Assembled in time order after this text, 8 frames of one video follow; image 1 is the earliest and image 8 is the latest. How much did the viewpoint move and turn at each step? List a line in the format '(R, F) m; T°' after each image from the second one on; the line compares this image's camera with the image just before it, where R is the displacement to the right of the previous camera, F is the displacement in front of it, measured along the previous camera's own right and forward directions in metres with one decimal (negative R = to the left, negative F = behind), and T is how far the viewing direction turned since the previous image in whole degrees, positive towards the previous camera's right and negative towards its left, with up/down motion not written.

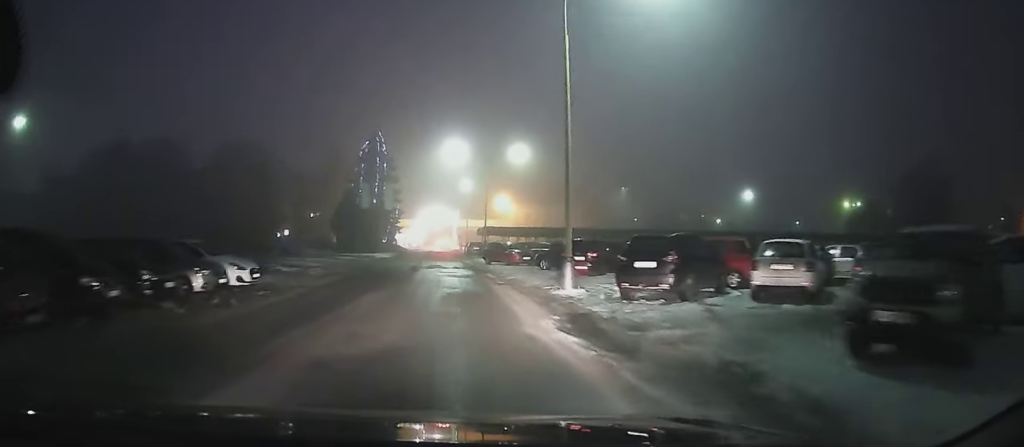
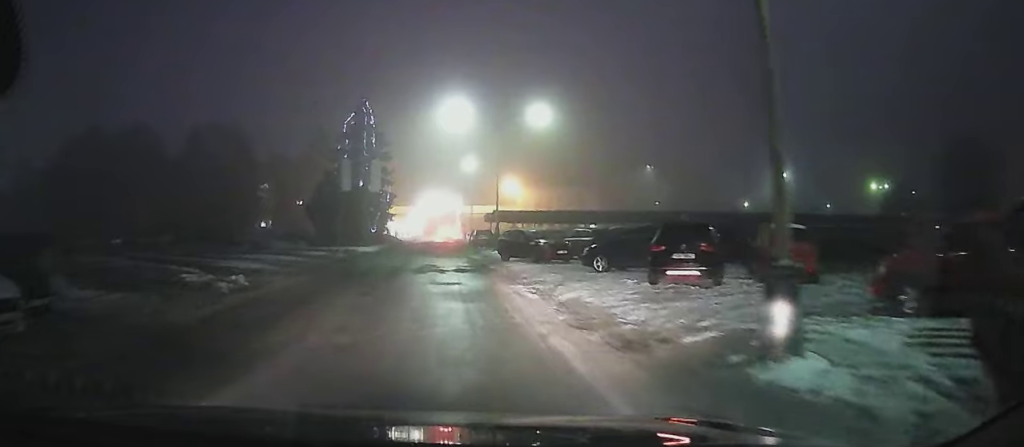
(0.0, +12.3) m; 0°
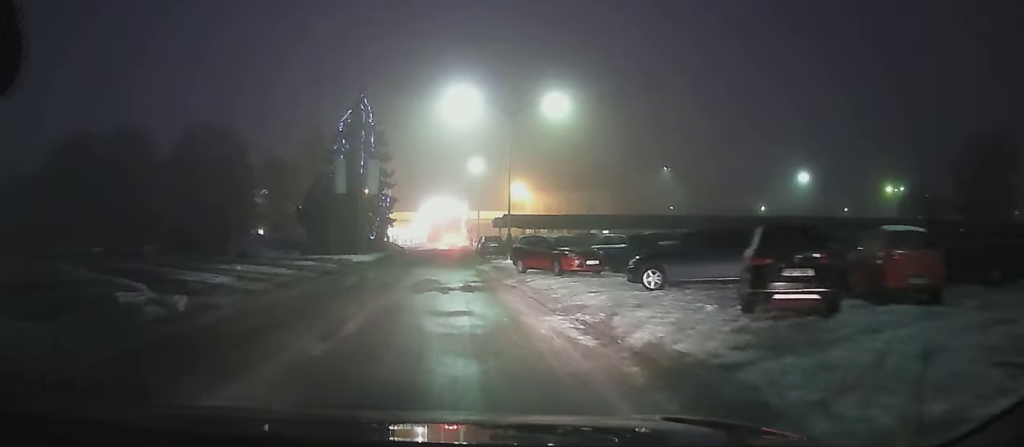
(0.0, +6.3) m; 0°
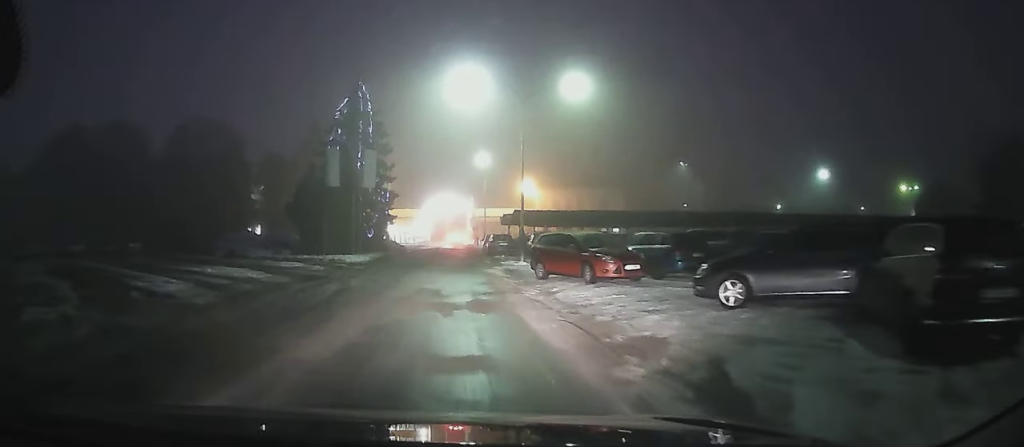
(0.0, +4.7) m; 0°
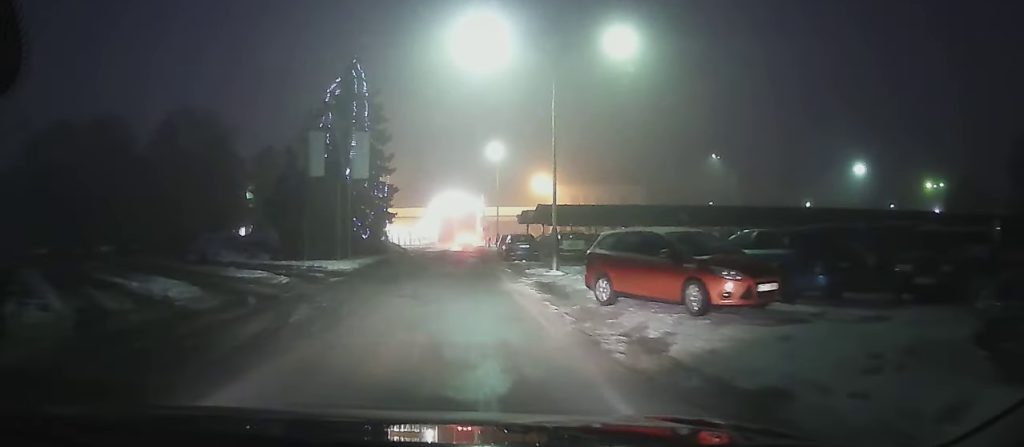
(0.0, +7.3) m; 0°
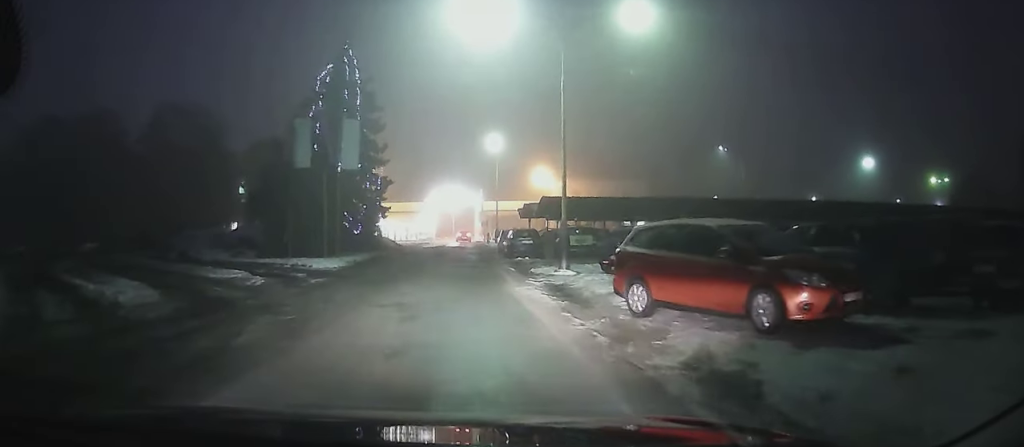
(0.0, +2.9) m; 0°
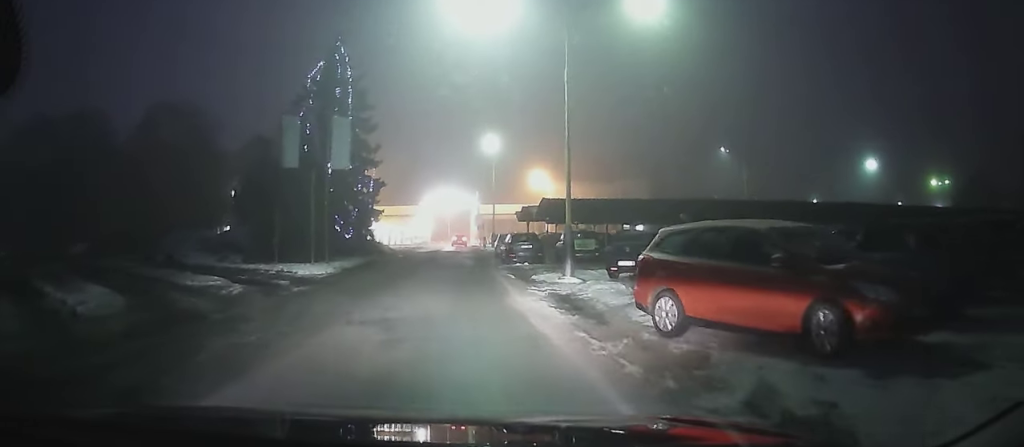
(0.0, +3.0) m; 0°
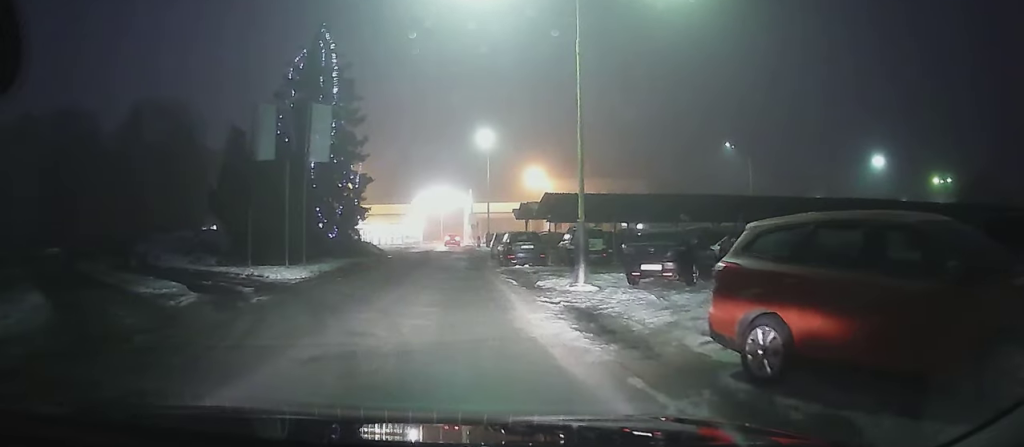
(0.0, +5.8) m; 0°
